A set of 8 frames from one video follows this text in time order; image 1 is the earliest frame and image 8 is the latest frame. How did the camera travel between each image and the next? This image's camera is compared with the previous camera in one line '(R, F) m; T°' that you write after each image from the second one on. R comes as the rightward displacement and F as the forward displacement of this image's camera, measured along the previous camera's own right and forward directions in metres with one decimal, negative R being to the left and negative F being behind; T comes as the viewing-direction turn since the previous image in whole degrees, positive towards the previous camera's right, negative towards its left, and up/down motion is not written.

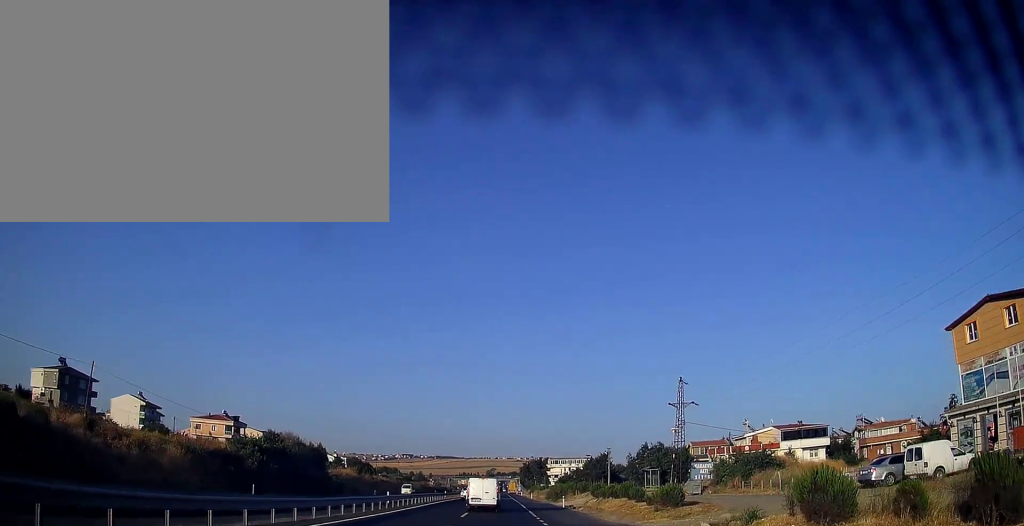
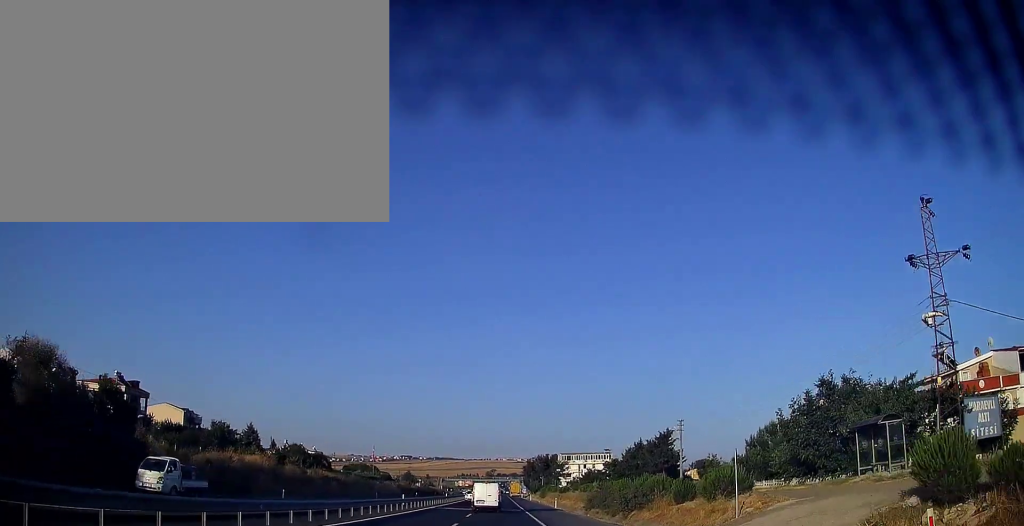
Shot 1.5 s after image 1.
(-0.6, +44.4) m; 0°
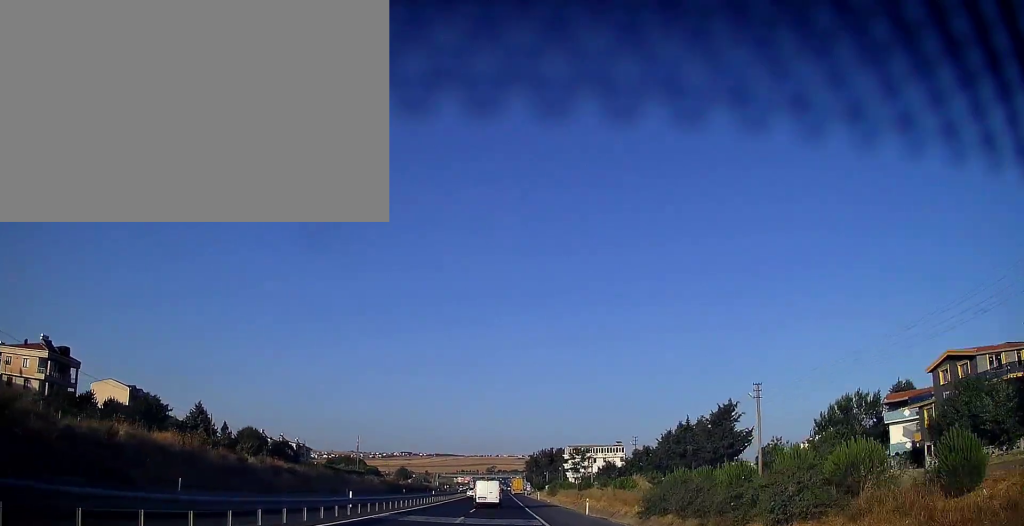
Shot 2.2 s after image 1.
(+0.3, +20.7) m; +1°
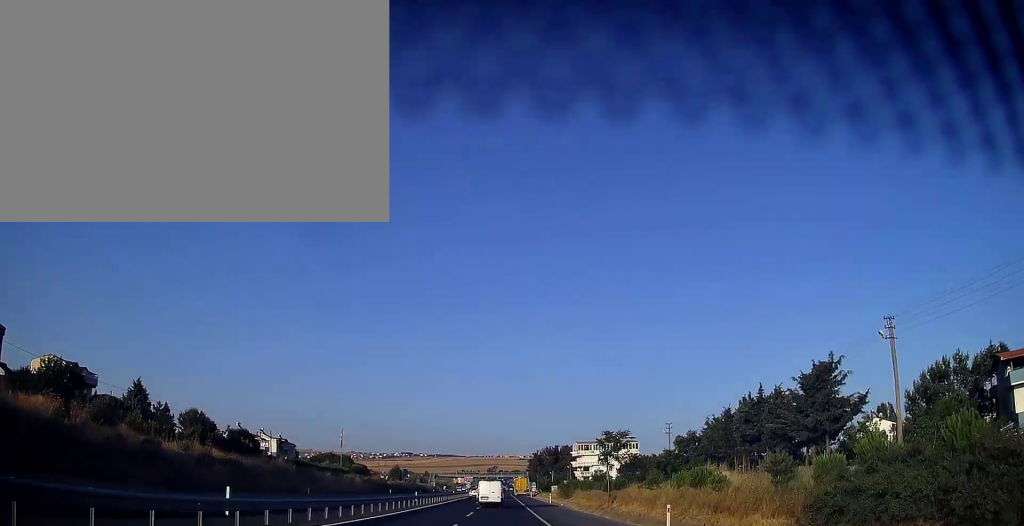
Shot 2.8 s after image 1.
(+0.1, +17.7) m; 0°
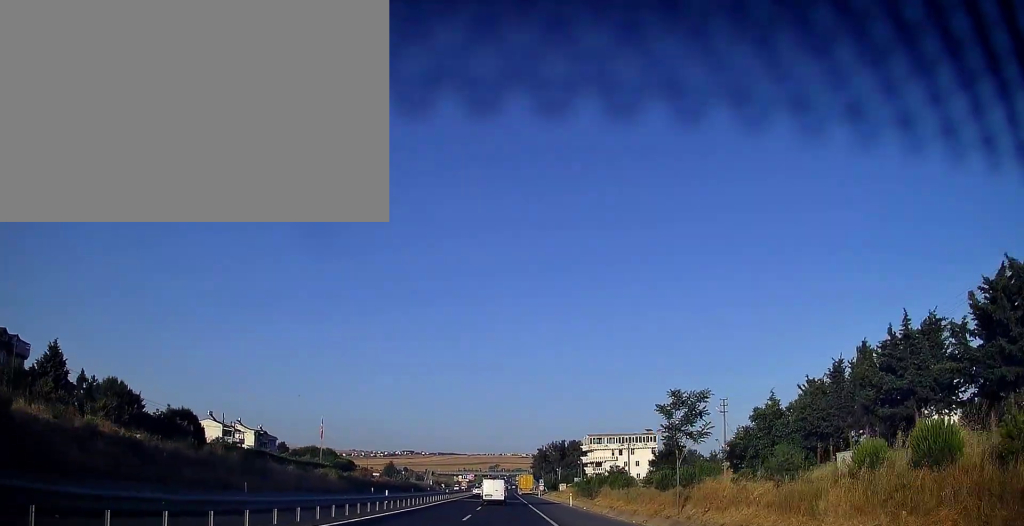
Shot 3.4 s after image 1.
(0.0, +17.7) m; 0°
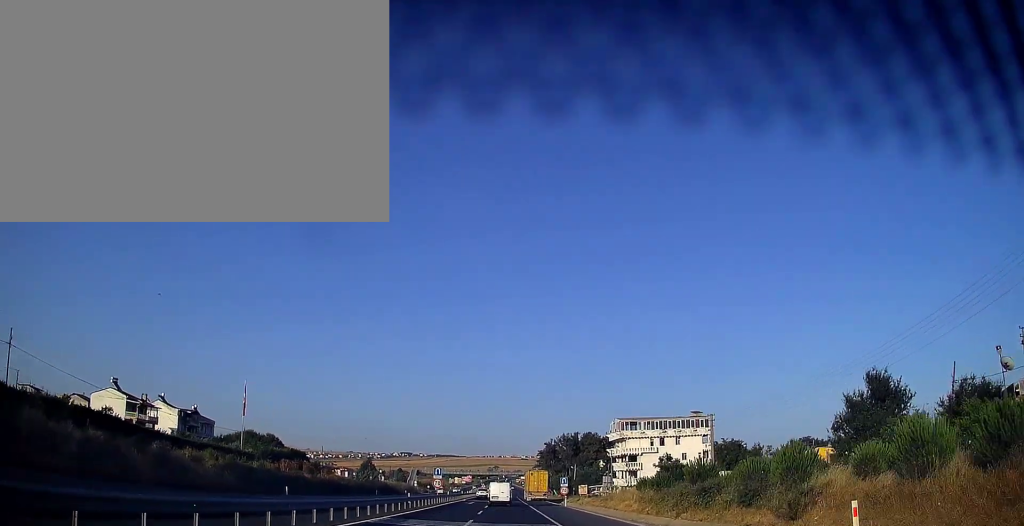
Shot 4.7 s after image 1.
(0.0, +39.2) m; 0°
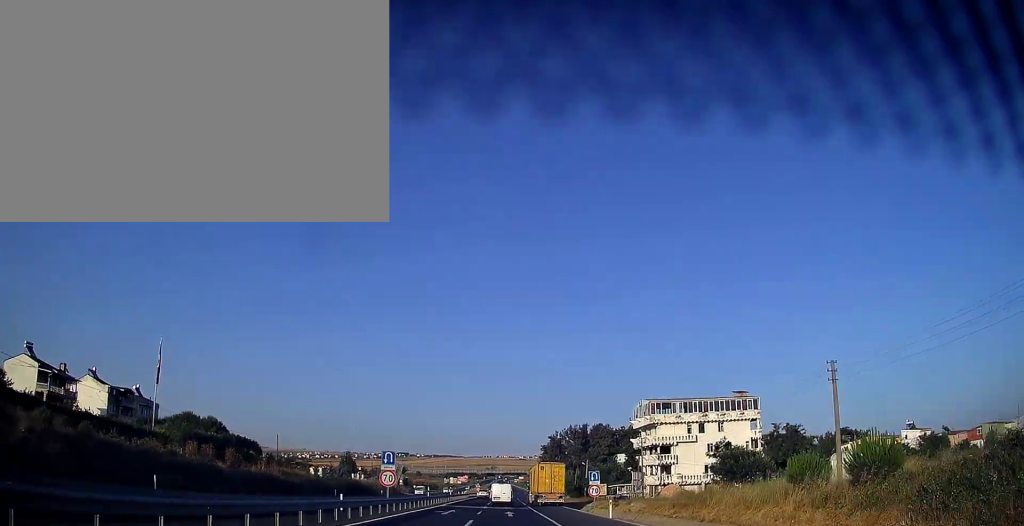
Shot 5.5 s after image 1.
(+0.1, +23.5) m; -1°
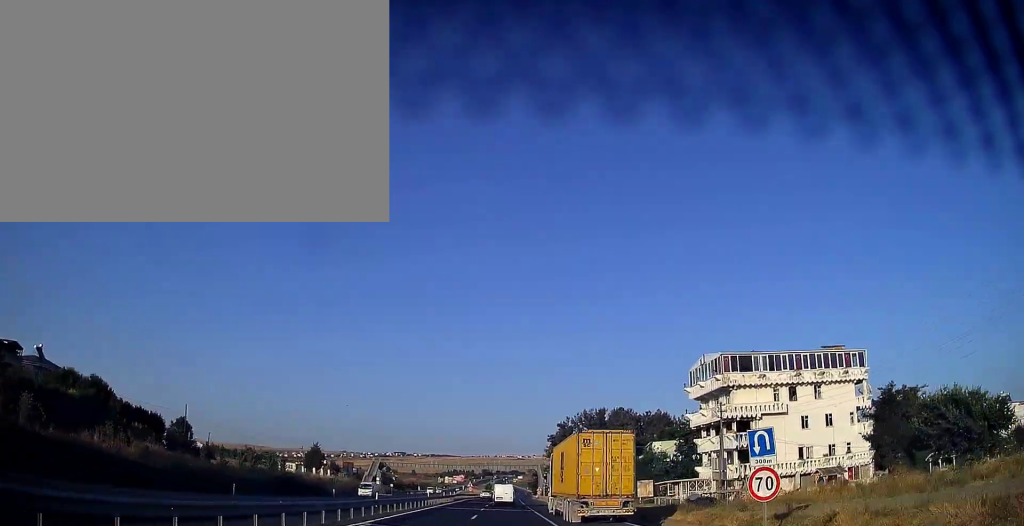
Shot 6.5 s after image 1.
(-0.5, +28.4) m; 0°
